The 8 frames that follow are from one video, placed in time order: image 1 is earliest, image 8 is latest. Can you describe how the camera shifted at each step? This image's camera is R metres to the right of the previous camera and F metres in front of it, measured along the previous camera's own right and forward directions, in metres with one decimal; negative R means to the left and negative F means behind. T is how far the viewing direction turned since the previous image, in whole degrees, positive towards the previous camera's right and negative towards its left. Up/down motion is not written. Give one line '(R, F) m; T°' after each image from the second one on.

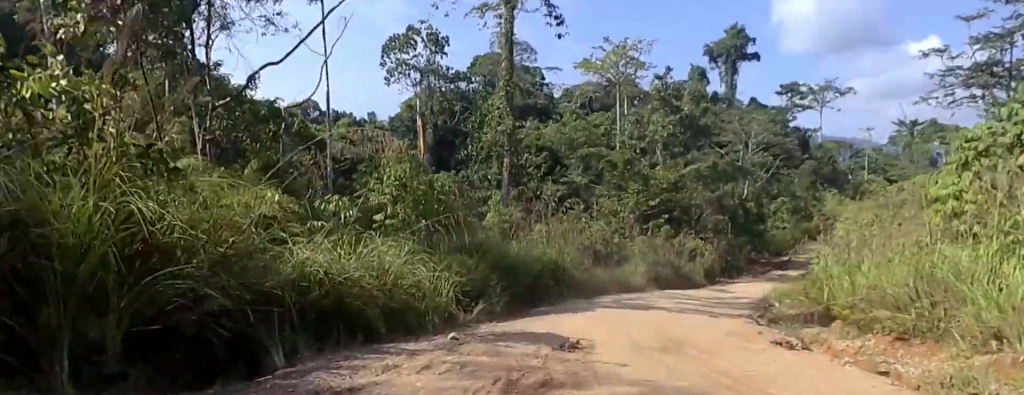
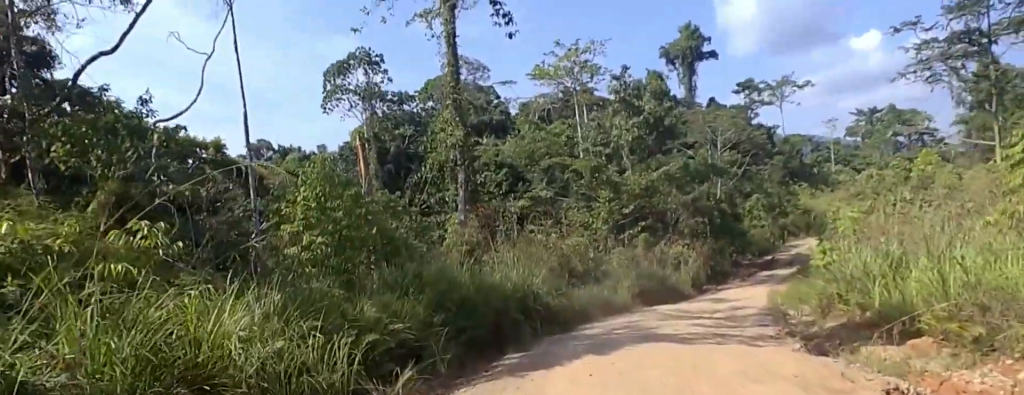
(0.0, +5.1) m; 0°
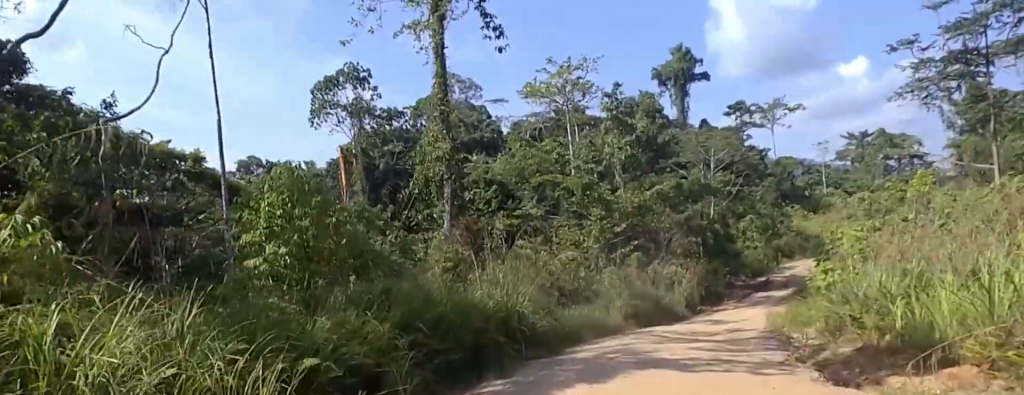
(0.0, +1.6) m; 0°
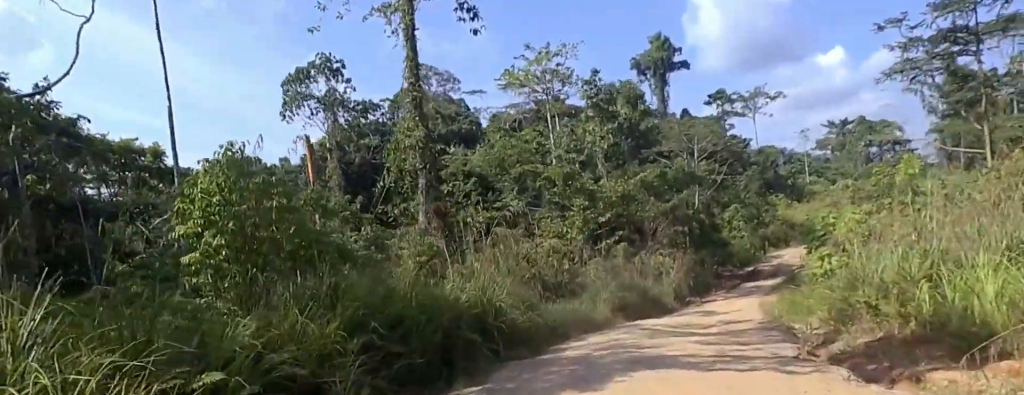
(0.0, +1.8) m; 0°
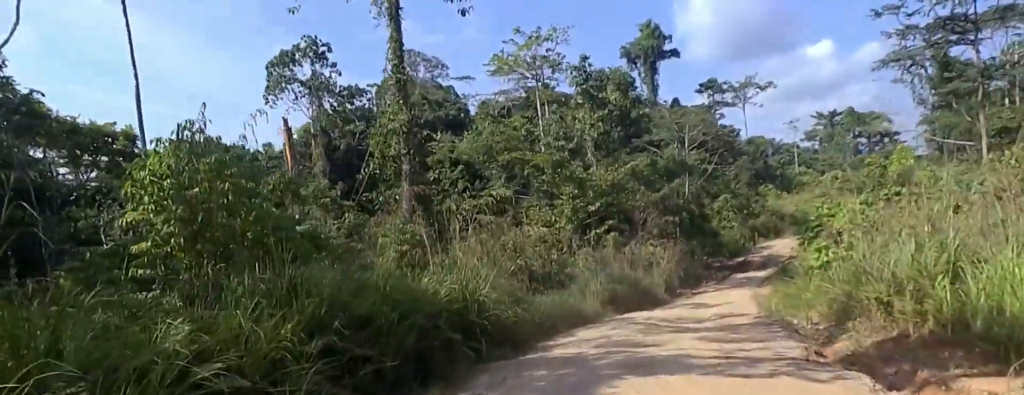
(0.0, +1.2) m; 0°
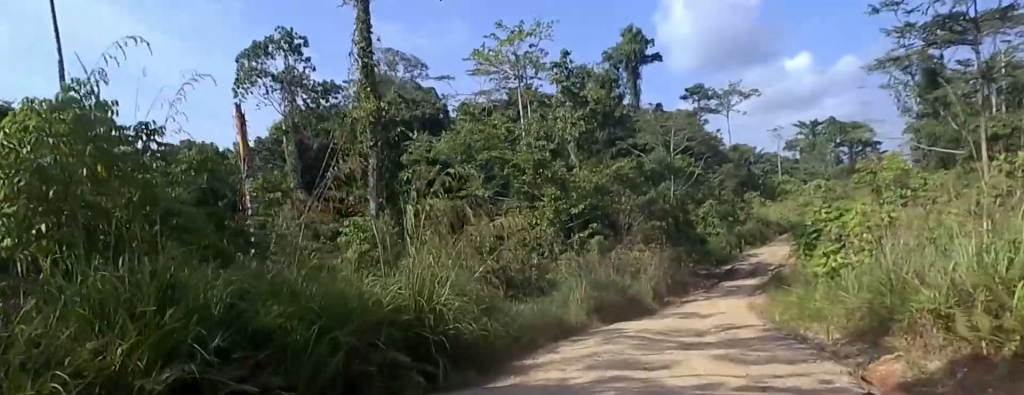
(0.0, +2.9) m; 0°
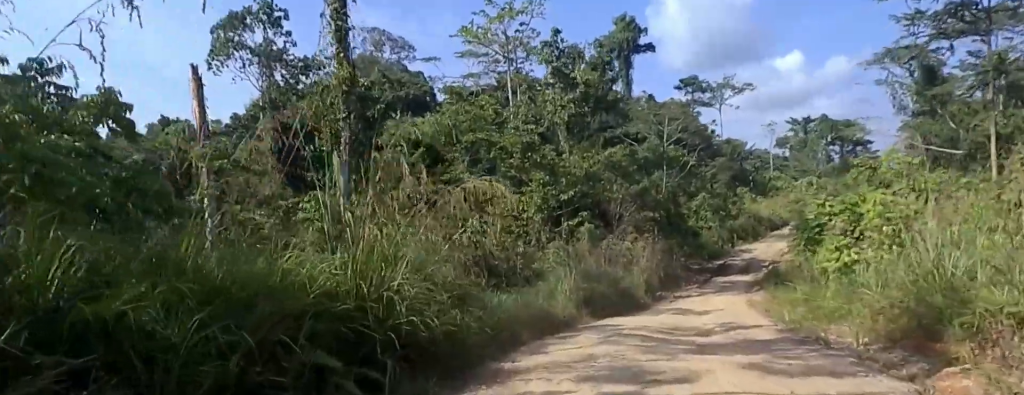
(0.0, +2.3) m; 0°
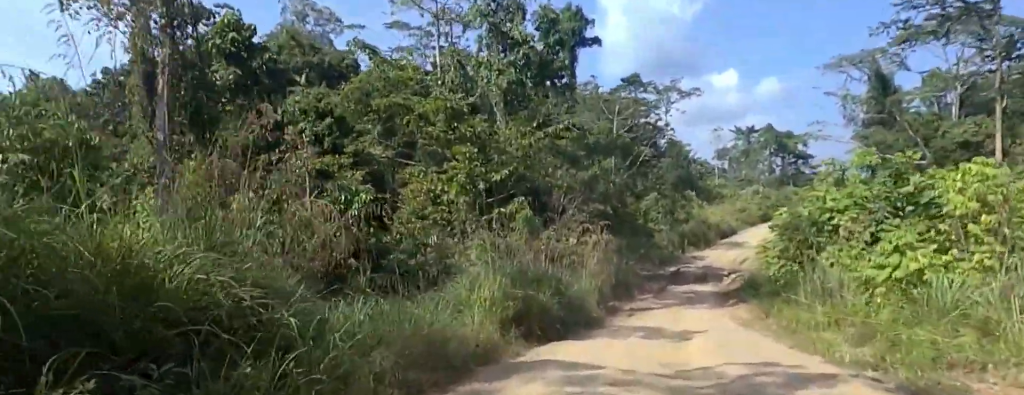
(0.0, +8.3) m; +5°
